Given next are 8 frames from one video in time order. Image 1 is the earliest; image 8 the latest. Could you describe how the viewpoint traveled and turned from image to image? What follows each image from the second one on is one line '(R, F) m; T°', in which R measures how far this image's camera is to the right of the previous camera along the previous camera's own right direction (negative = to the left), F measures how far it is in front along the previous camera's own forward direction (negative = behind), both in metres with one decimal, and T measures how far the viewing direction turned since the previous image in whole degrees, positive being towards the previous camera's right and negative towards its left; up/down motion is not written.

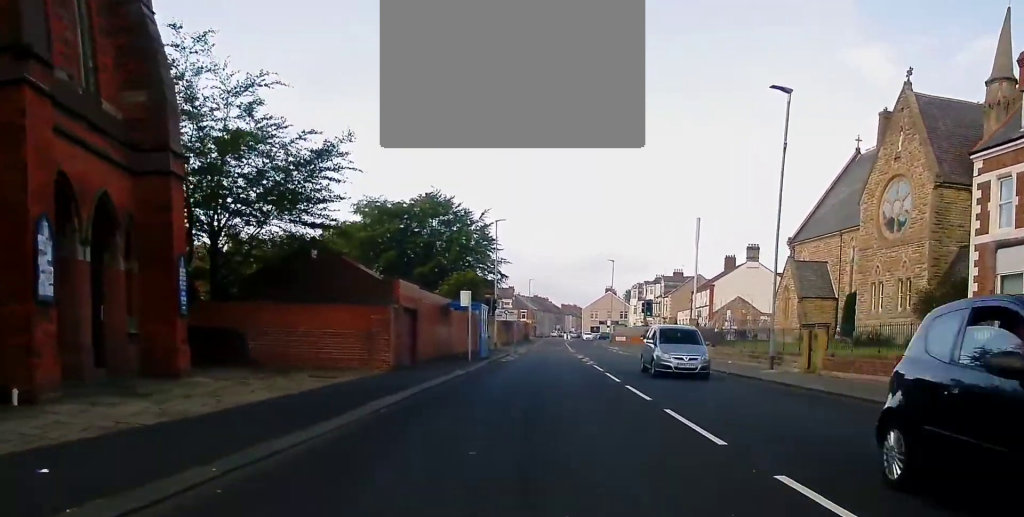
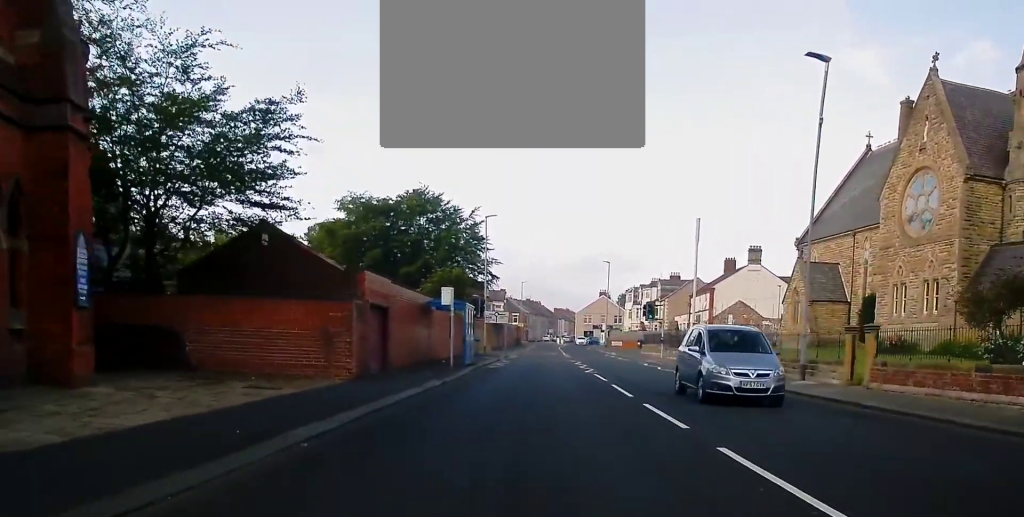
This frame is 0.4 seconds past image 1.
(0.0, +4.3) m; +1°
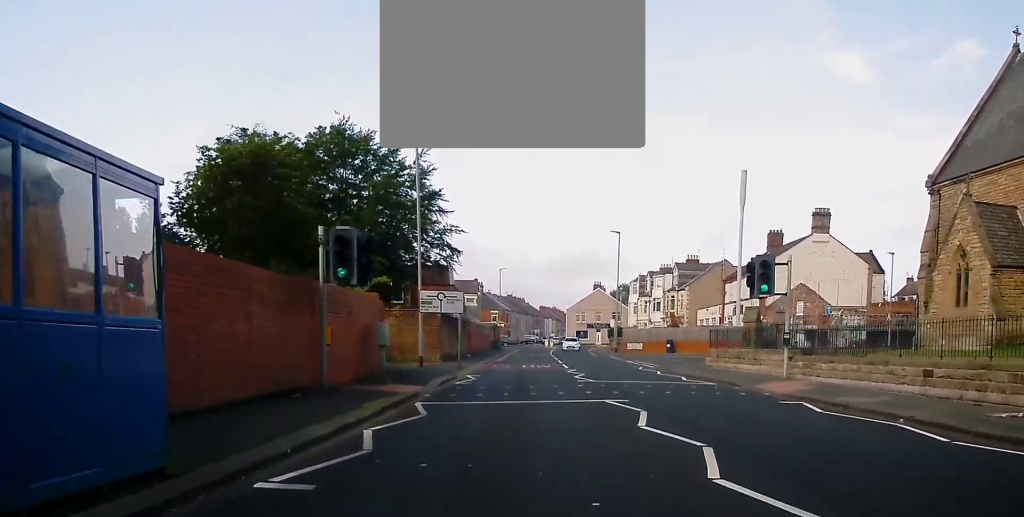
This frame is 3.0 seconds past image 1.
(0.0, +27.3) m; +2°
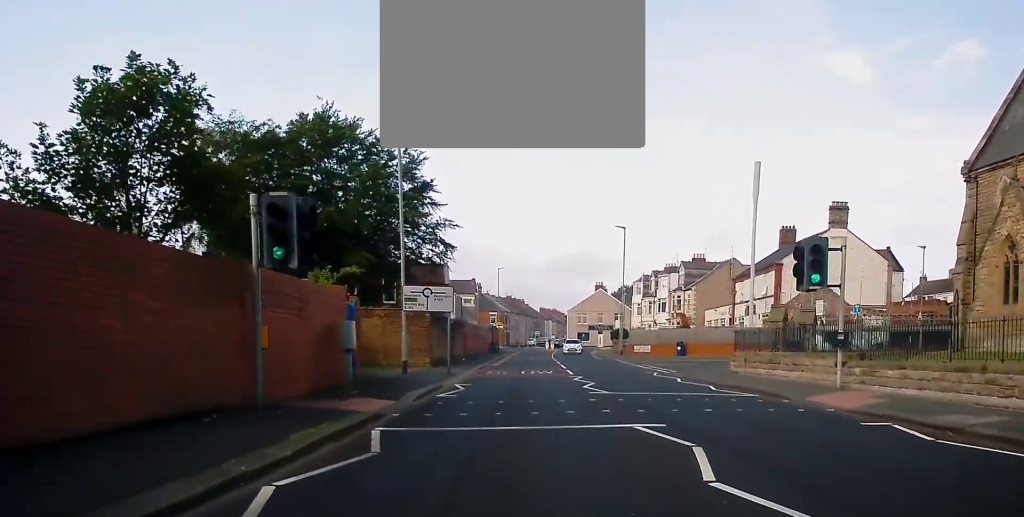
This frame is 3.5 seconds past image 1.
(+0.1, +4.3) m; 0°
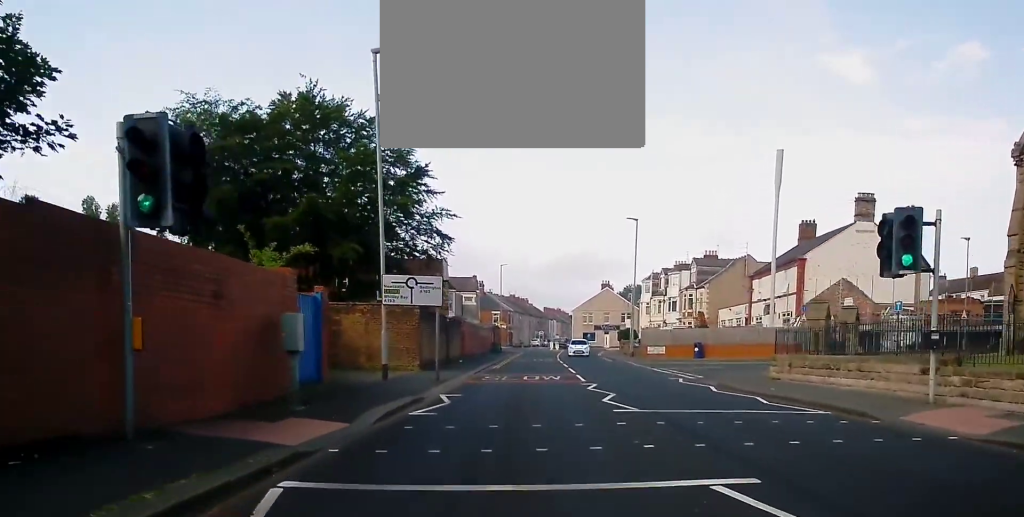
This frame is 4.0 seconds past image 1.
(+0.2, +4.6) m; 0°
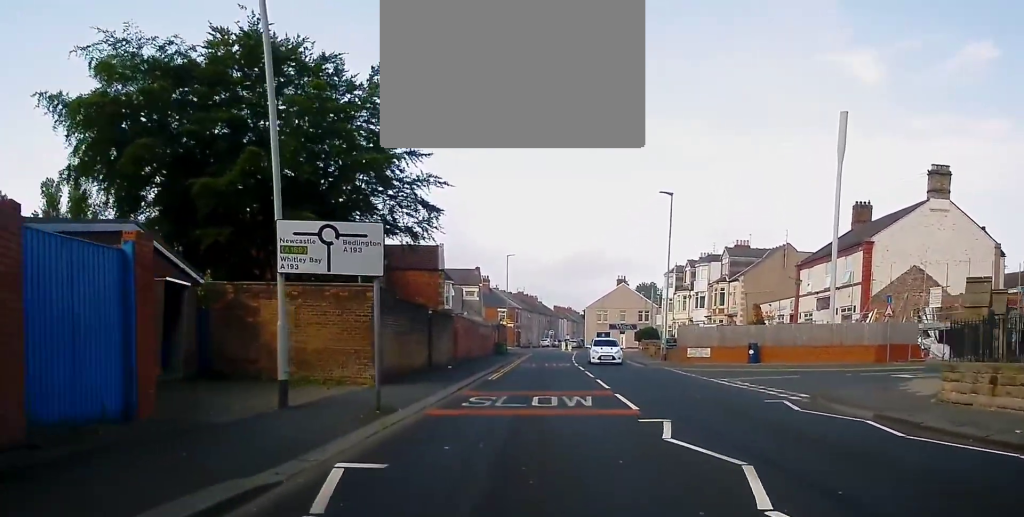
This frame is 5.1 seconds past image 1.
(-0.2, +10.7) m; -4°
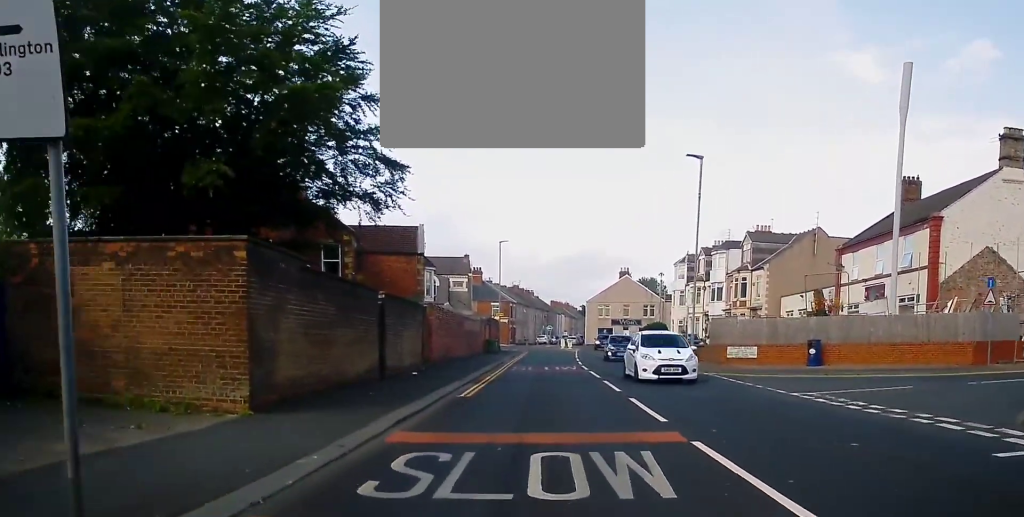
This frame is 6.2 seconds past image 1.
(-0.3, +9.4) m; +2°
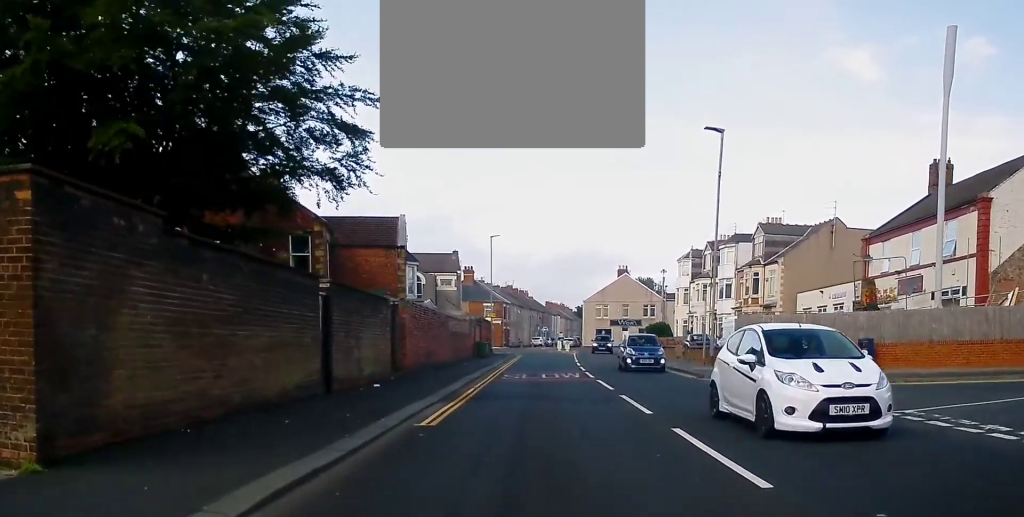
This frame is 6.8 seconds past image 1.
(+0.4, +5.4) m; 0°
